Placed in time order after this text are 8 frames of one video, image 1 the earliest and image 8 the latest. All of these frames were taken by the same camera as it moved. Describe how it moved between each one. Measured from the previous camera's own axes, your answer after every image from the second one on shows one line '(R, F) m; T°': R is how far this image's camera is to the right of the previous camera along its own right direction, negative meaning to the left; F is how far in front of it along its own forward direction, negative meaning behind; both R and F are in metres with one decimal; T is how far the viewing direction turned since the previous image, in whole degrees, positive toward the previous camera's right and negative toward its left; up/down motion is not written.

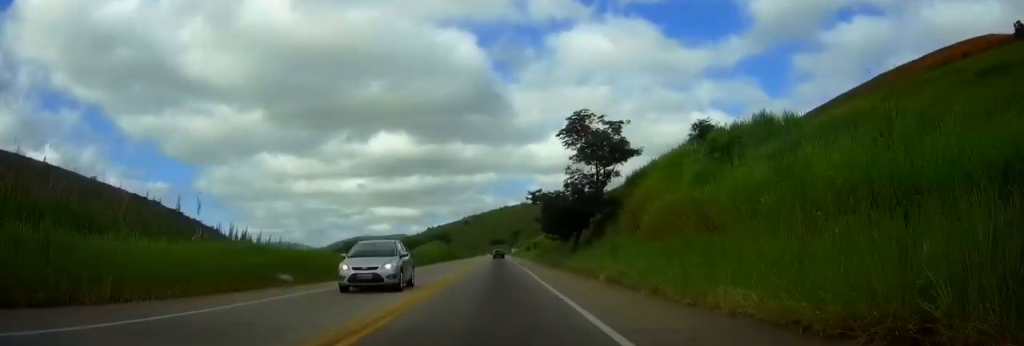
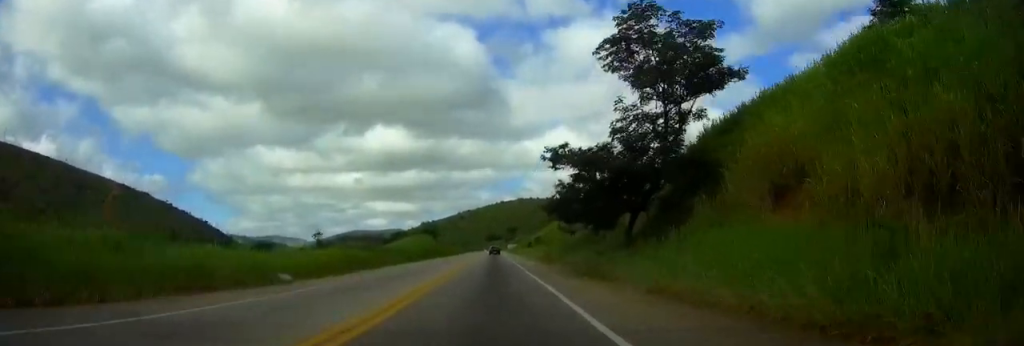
(+0.1, +22.3) m; 0°
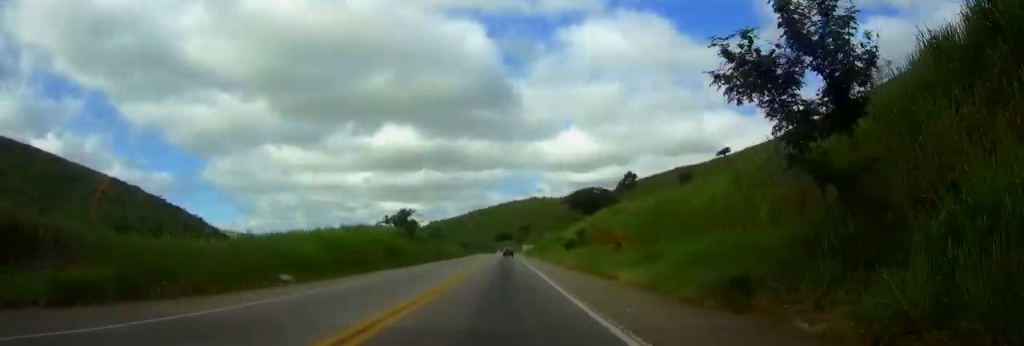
(-0.3, +45.4) m; 0°
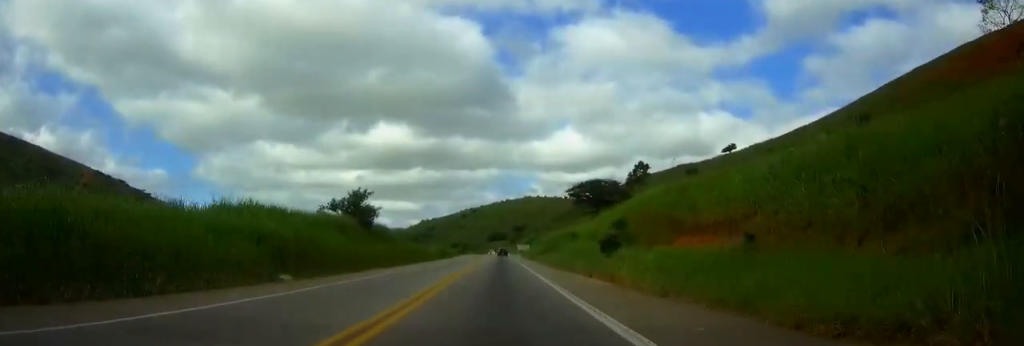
(0.0, +23.0) m; 0°
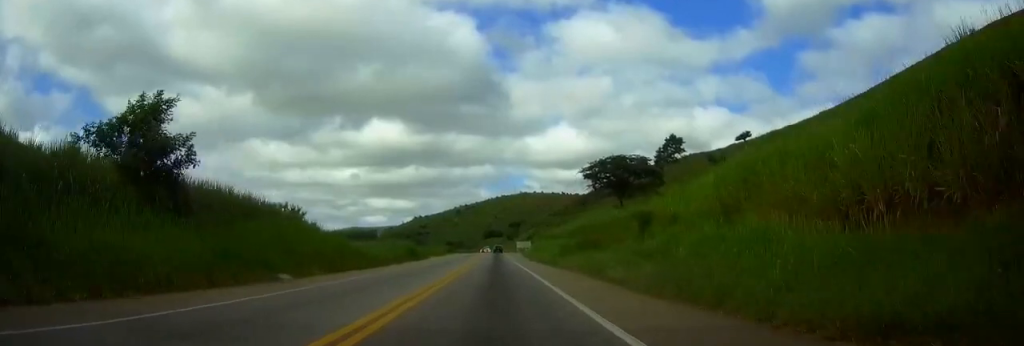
(+0.2, +34.0) m; 0°
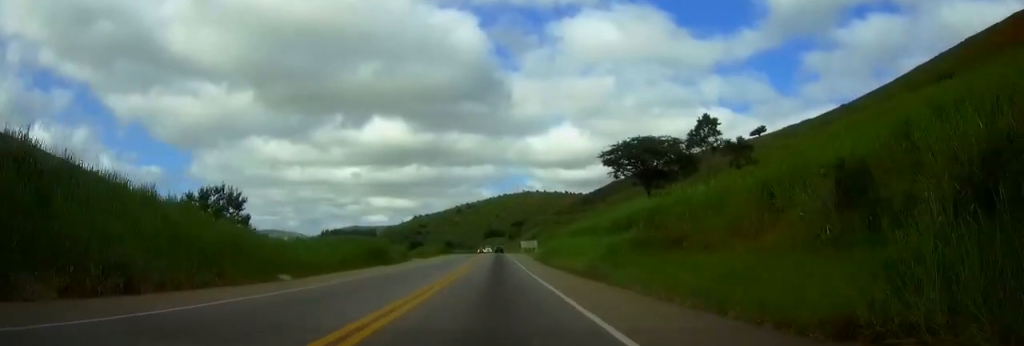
(0.0, +20.0) m; 0°
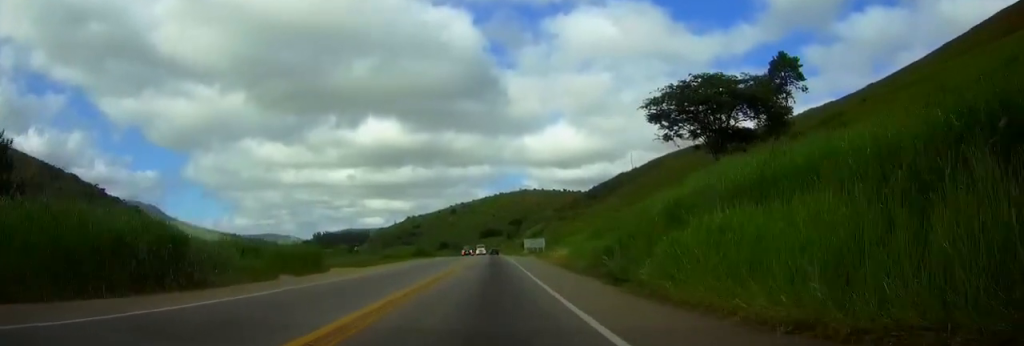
(0.0, +33.9) m; 0°
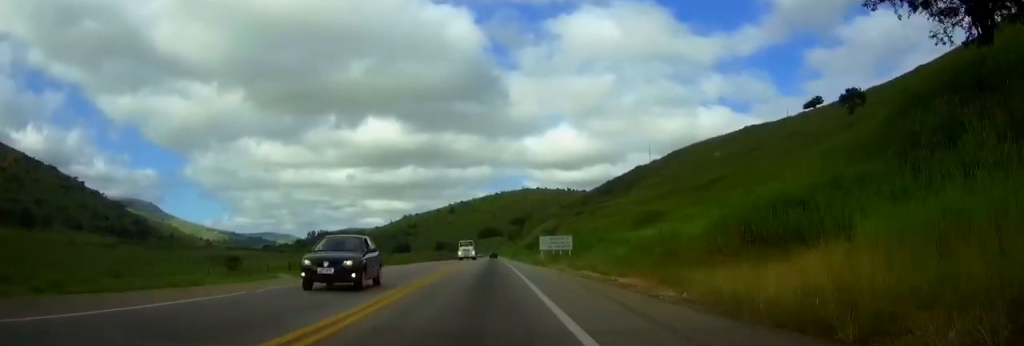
(0.0, +43.3) m; 0°
